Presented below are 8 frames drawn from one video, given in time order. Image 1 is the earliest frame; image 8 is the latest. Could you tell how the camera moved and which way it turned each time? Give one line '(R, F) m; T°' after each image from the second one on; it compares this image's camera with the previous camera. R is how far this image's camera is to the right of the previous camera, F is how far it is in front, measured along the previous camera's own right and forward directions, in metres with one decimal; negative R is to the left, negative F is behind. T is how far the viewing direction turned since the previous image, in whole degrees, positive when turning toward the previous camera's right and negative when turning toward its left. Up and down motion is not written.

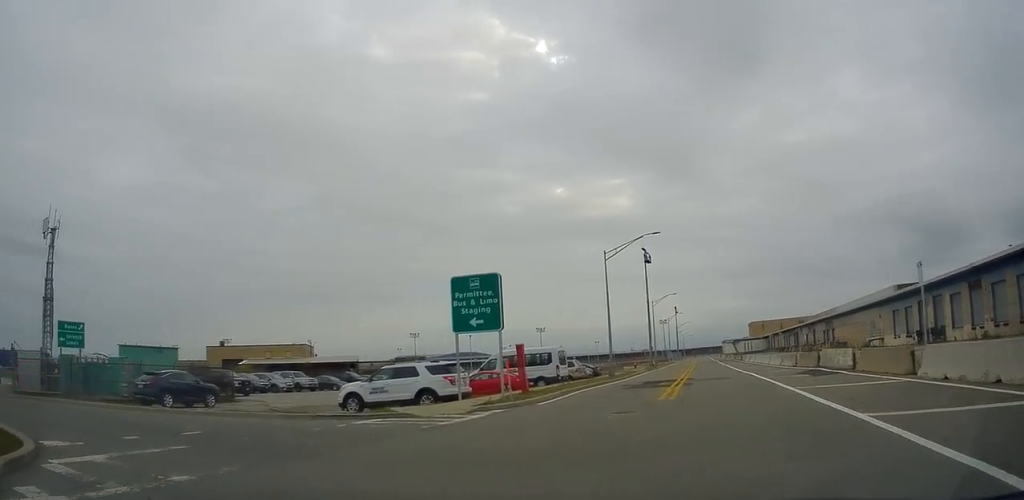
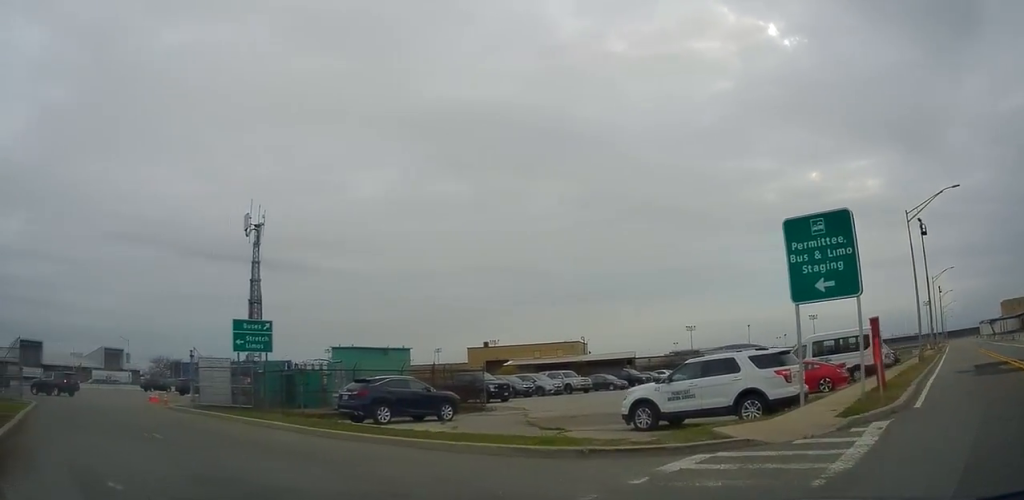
(-0.3, +8.6) m; -10°
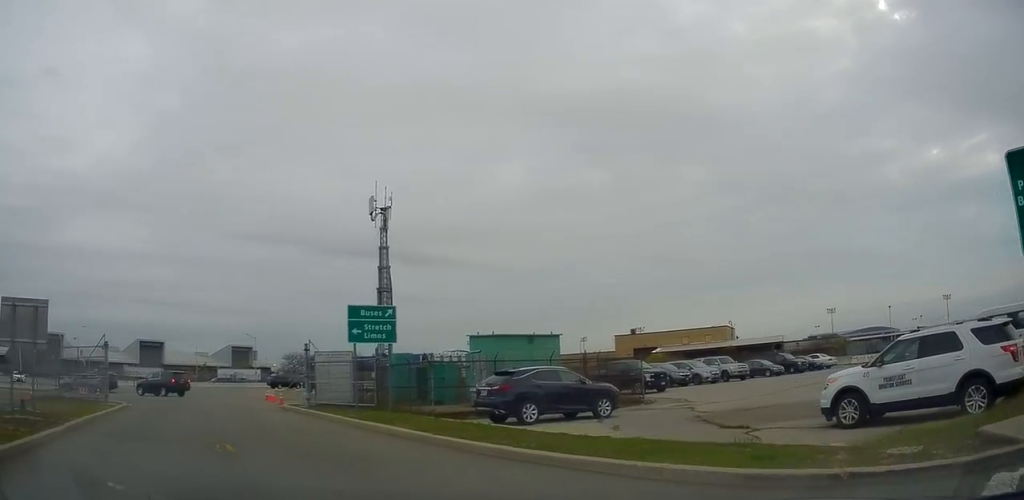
(-0.4, +4.0) m; -15°
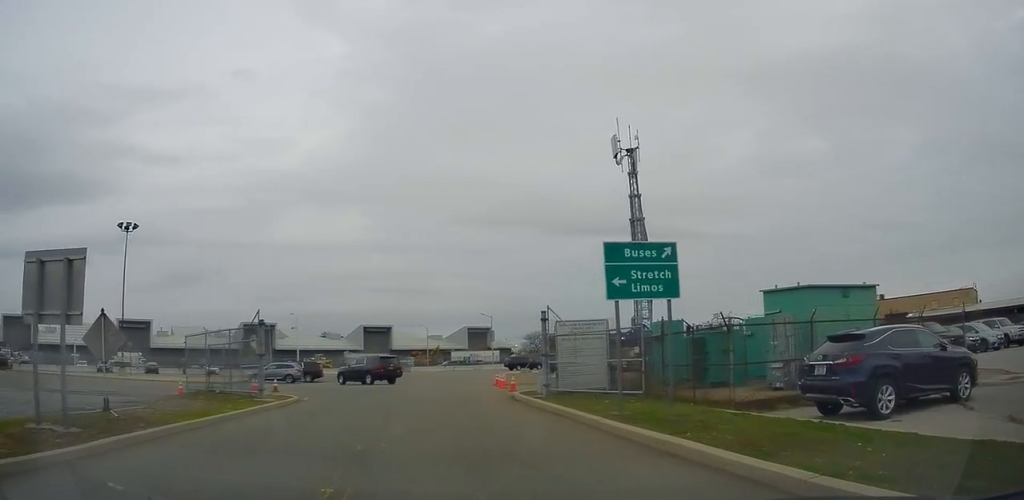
(-2.6, +7.2) m; -33°
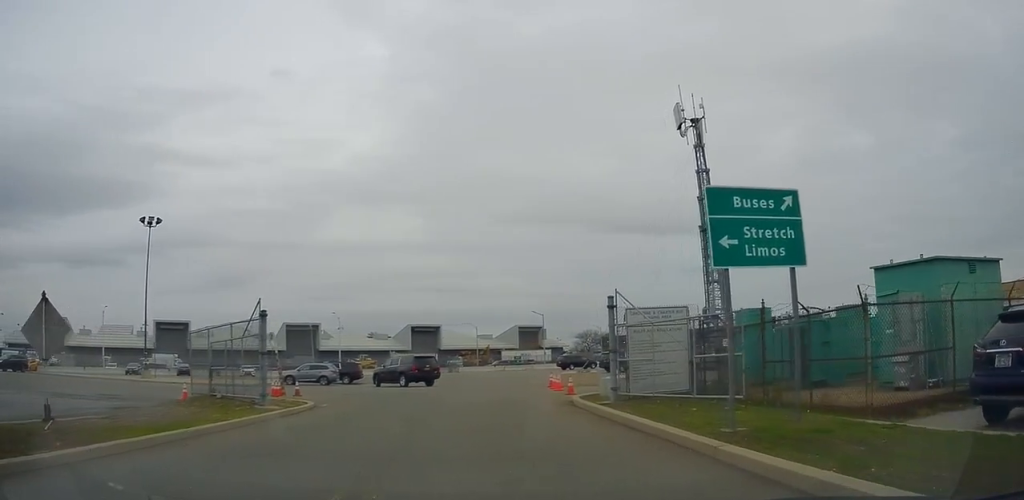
(0.0, +3.9) m; -6°
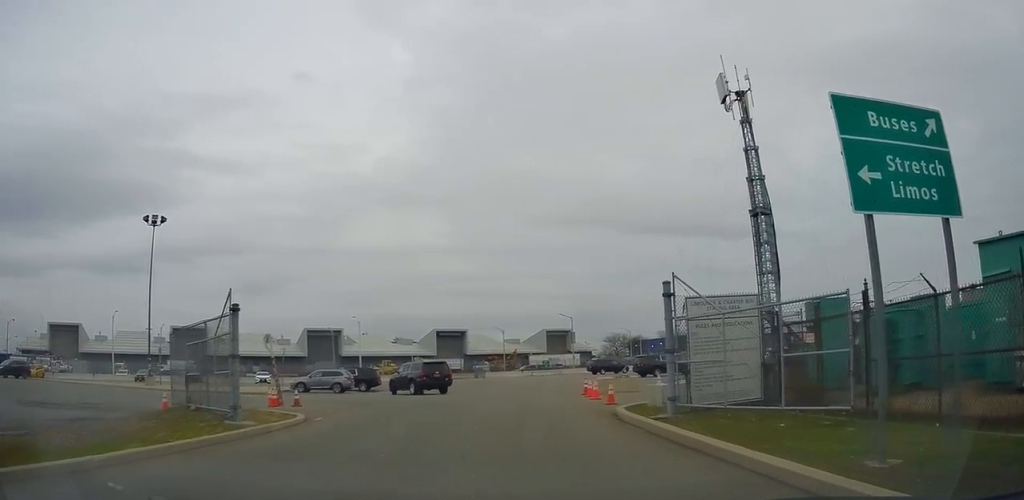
(-0.3, +3.2) m; -9°
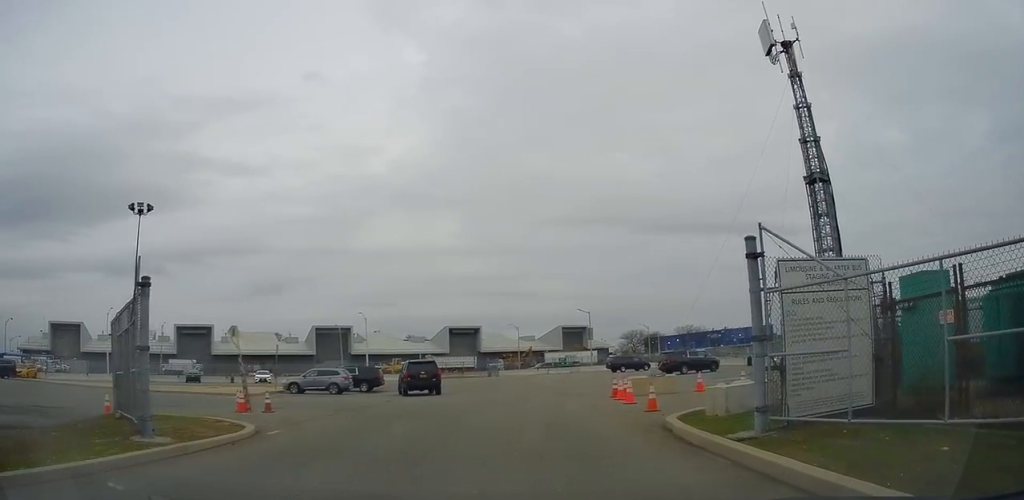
(-0.5, +4.2) m; -9°
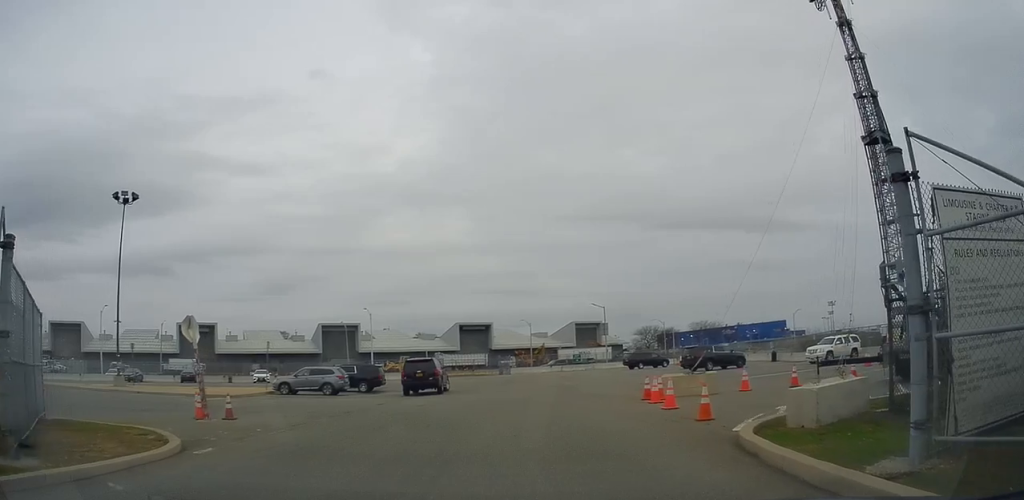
(-0.2, +3.9) m; -3°
